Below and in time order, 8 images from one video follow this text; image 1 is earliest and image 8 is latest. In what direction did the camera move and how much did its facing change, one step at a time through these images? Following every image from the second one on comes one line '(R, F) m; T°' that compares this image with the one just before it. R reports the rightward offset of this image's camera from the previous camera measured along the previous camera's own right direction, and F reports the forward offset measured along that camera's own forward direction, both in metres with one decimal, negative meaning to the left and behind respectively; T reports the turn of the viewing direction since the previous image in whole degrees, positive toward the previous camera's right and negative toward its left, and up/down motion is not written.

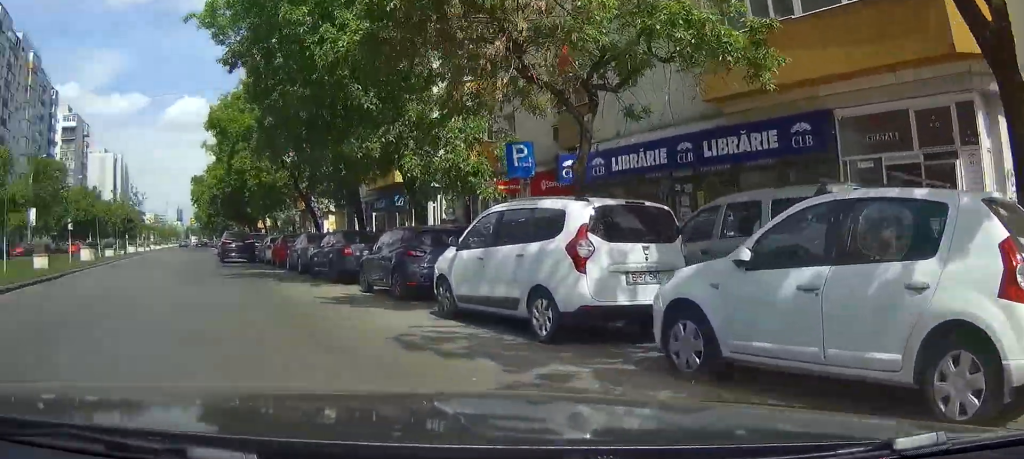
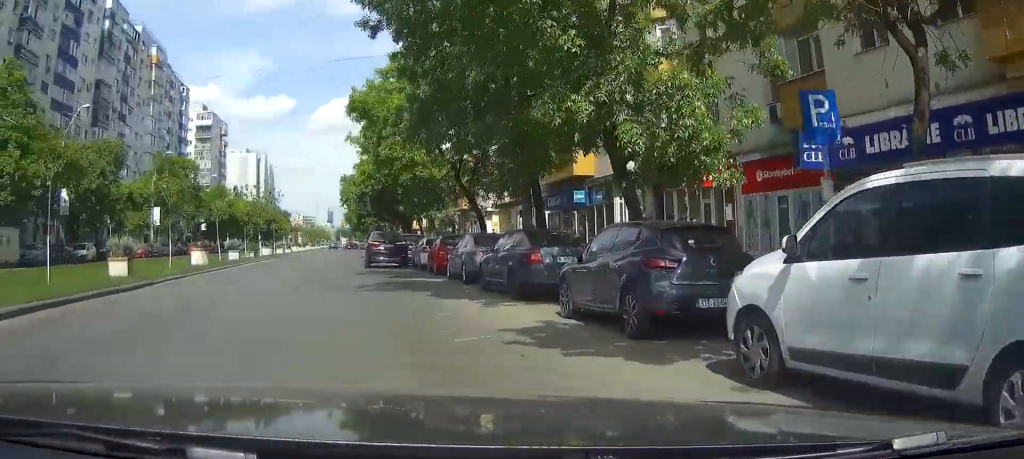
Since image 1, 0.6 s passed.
(-0.4, +5.2) m; -7°
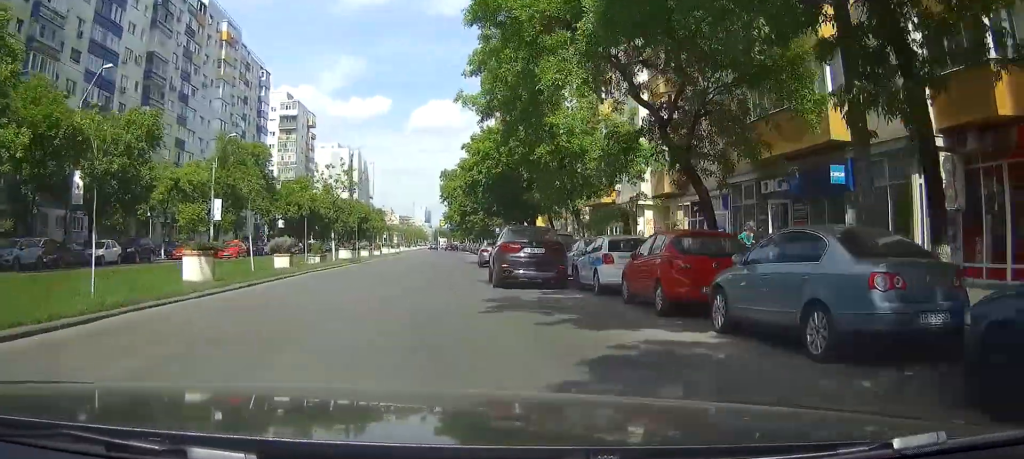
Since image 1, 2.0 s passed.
(-0.8, +13.9) m; -4°
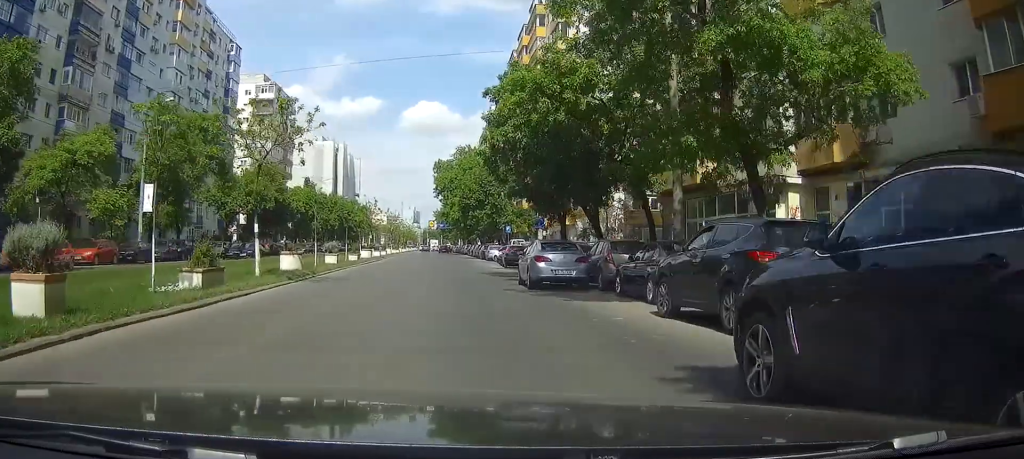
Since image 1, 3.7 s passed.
(0.0, +18.5) m; +2°
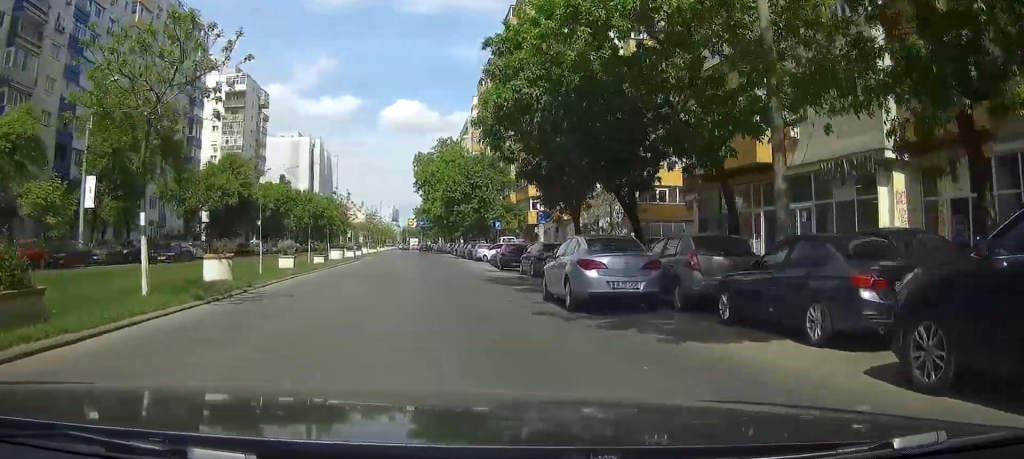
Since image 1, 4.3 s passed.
(+0.1, +8.1) m; +1°
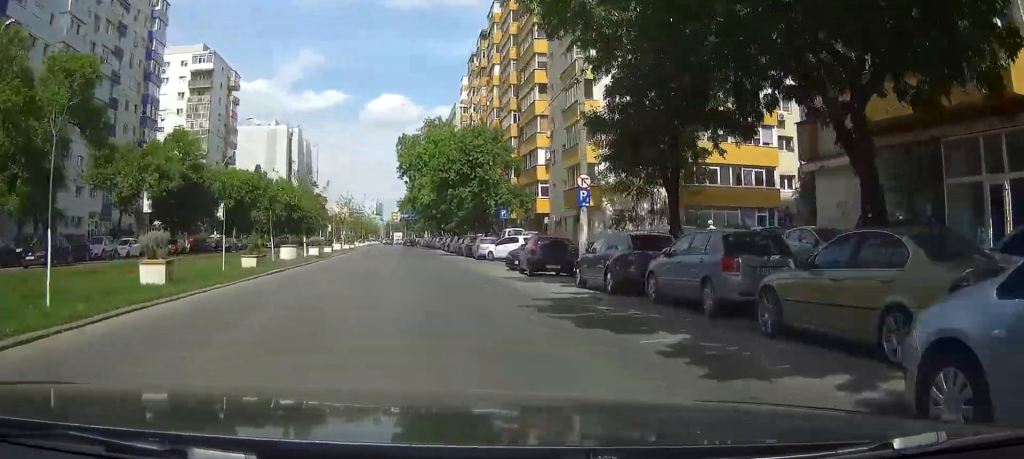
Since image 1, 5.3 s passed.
(+0.1, +13.6) m; +1°
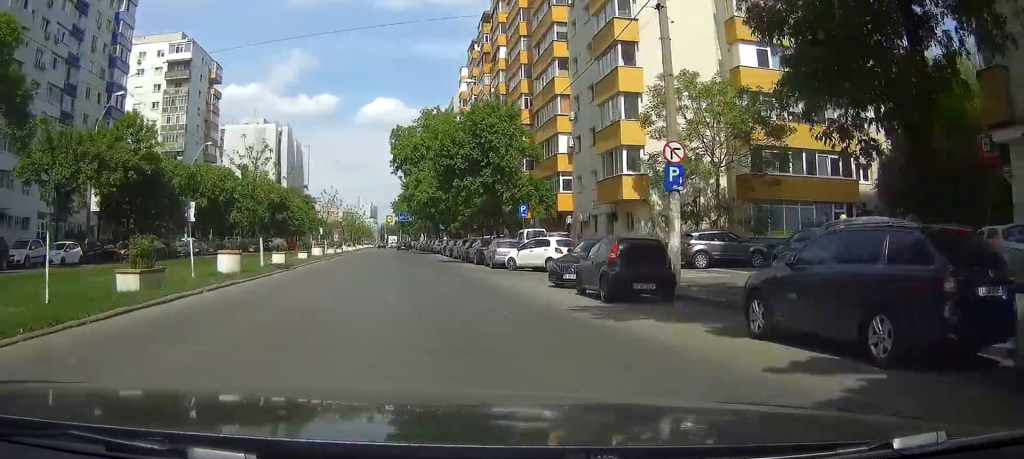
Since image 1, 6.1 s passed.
(0.0, +10.4) m; 0°
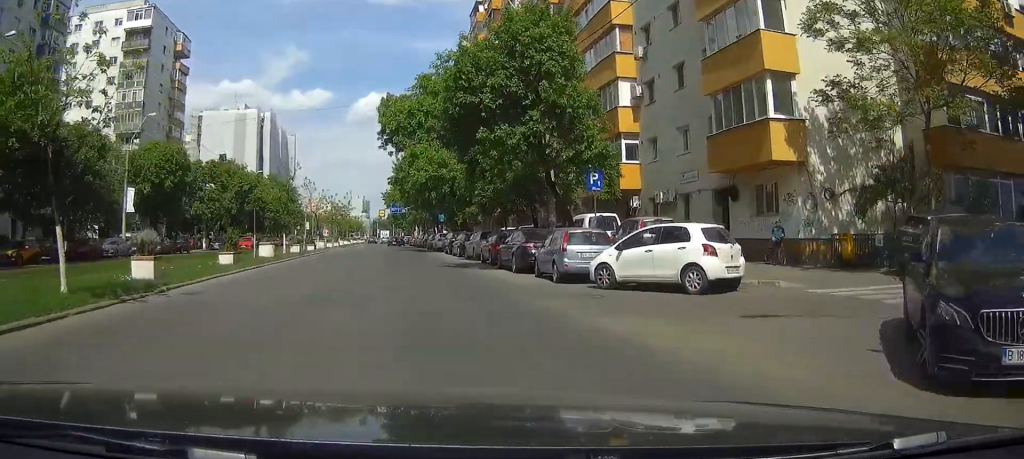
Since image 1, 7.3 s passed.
(+0.1, +16.4) m; 0°
